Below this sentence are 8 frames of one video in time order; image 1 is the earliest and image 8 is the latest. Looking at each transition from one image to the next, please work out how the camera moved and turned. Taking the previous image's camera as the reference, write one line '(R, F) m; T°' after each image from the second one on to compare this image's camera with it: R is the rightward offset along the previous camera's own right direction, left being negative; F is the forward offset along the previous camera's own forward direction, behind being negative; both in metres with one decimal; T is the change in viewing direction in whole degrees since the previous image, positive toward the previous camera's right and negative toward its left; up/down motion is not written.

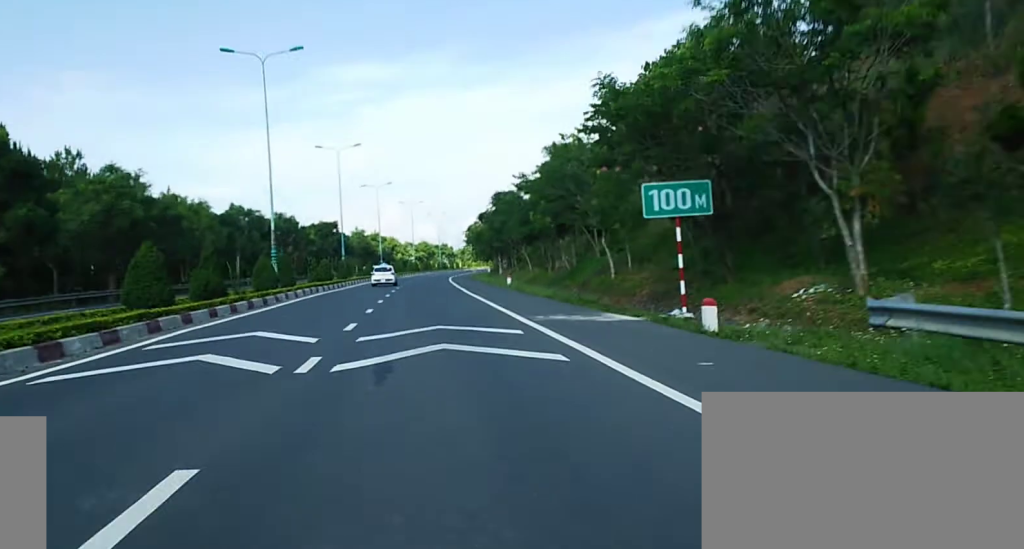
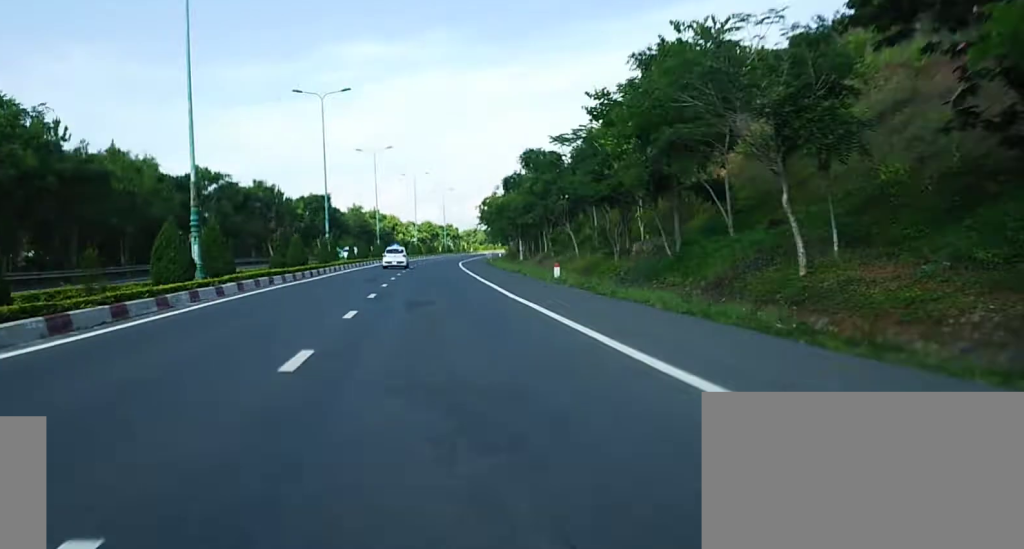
(0.0, +18.6) m; 0°
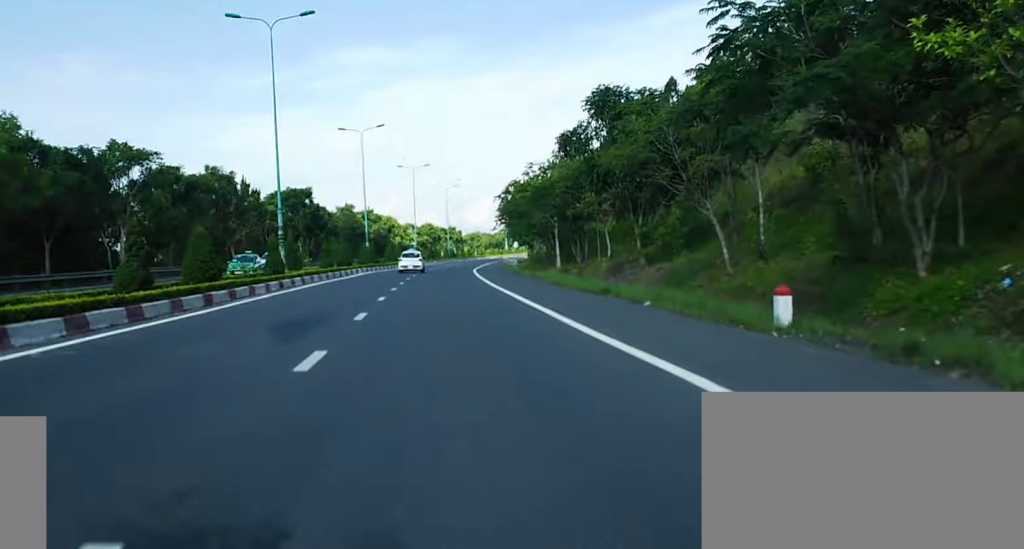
(0.0, +24.6) m; 0°
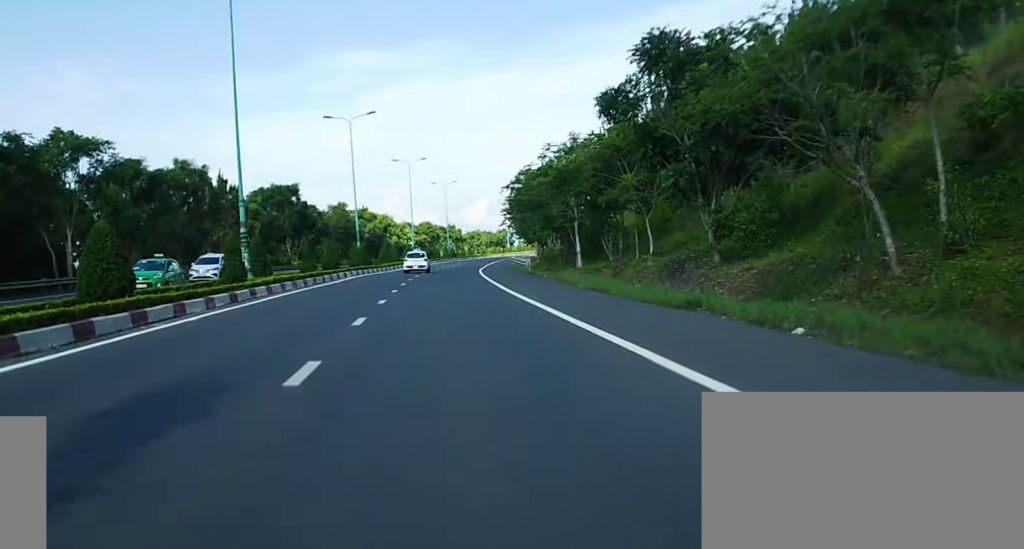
(-0.1, +9.2) m; +1°
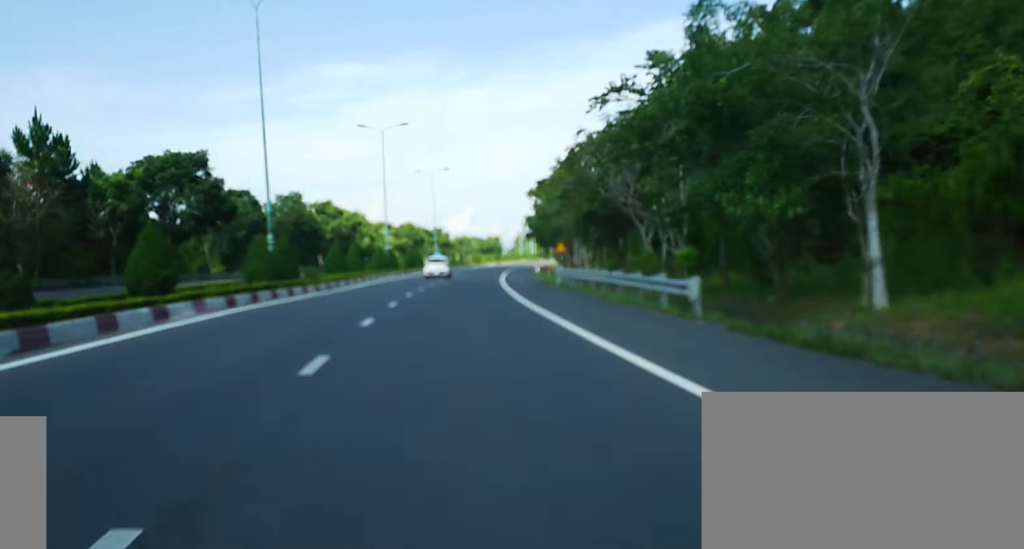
(+0.9, +39.3) m; +2°
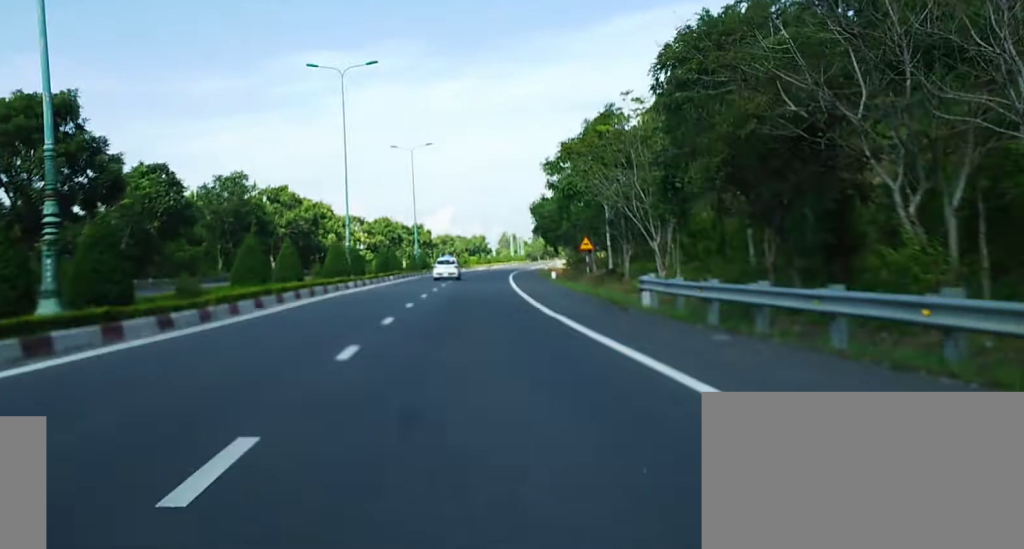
(0.0, +21.0) m; 0°
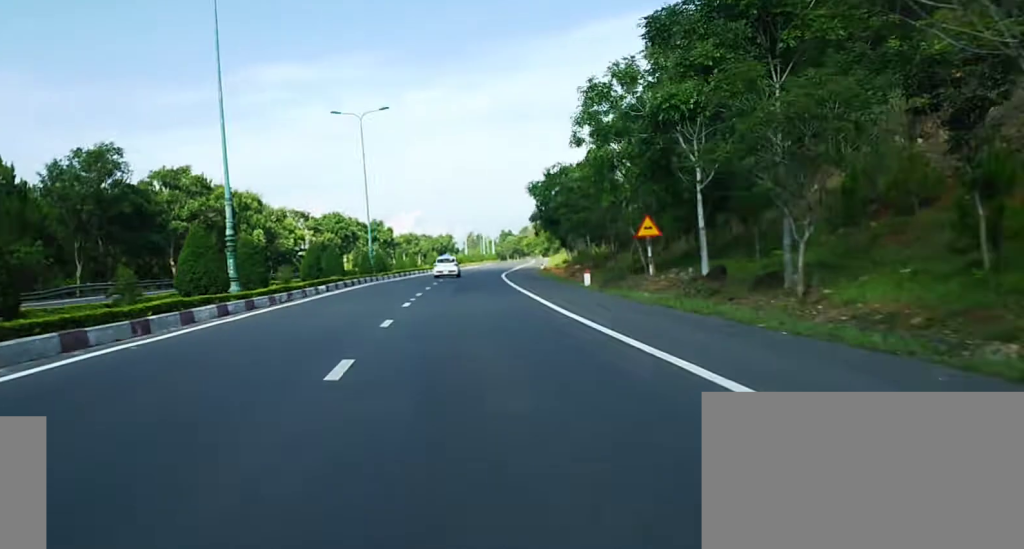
(0.0, +26.8) m; +1°
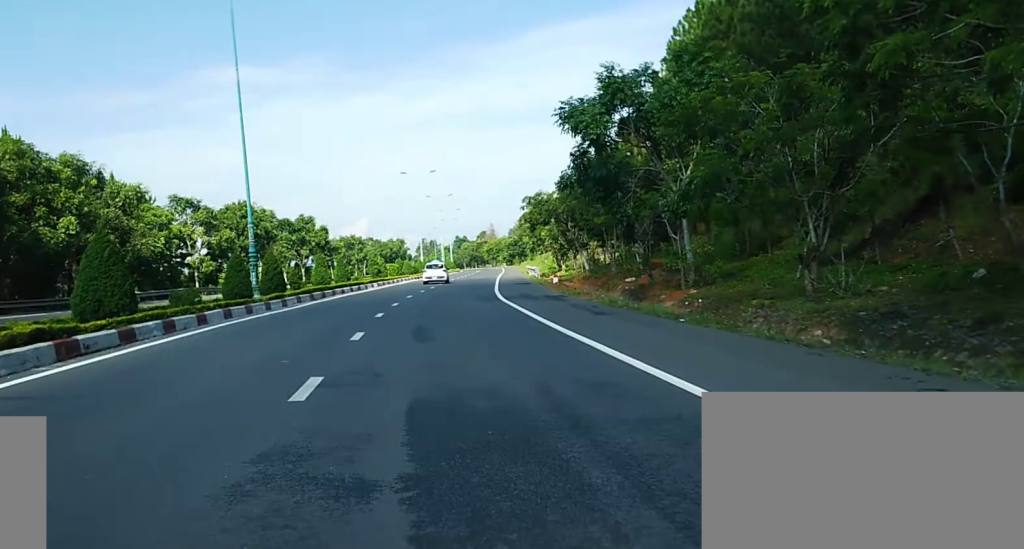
(+0.8, +32.6) m; +4°
